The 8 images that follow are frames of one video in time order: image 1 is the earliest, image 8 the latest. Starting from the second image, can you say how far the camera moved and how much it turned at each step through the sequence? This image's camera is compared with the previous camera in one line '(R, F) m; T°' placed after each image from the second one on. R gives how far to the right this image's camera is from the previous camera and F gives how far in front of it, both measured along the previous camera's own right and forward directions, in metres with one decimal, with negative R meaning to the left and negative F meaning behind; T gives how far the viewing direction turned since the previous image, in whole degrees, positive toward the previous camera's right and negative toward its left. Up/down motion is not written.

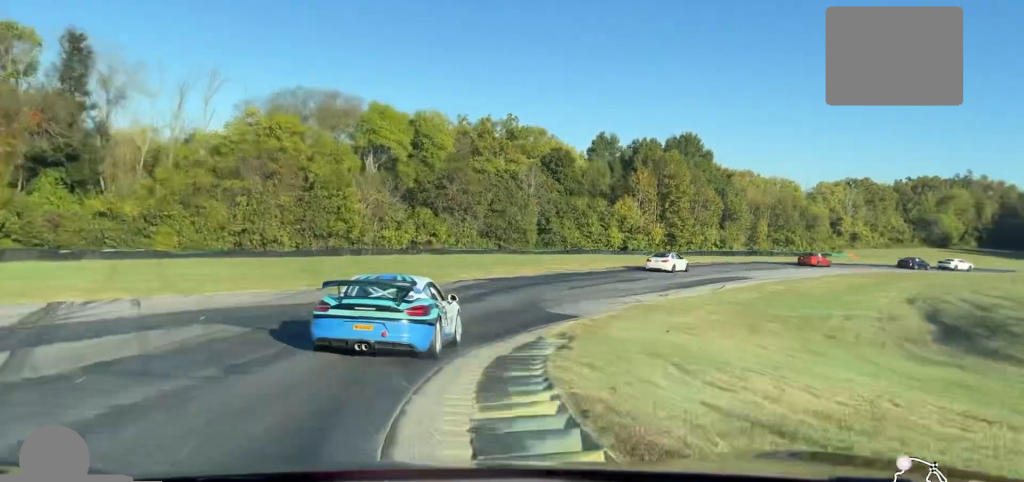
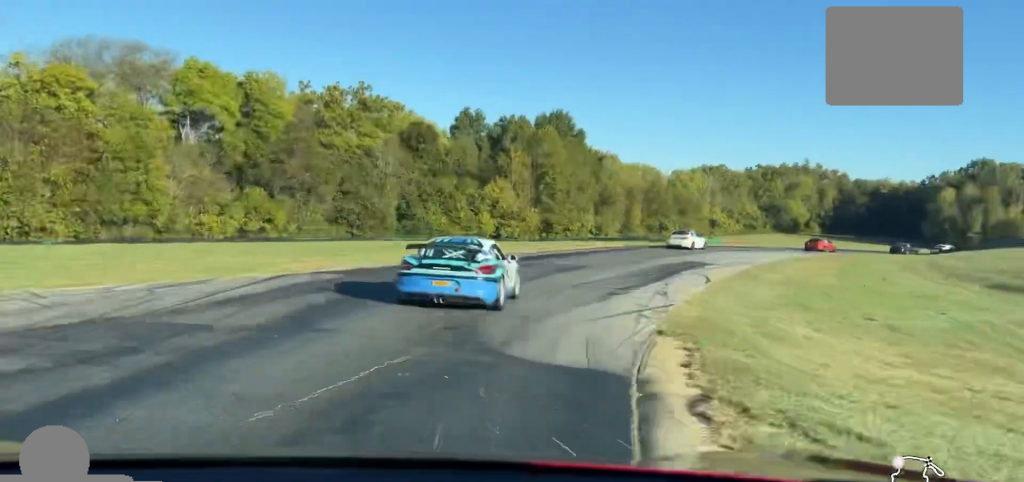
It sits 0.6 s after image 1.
(+3.6, +16.6) m; +17°
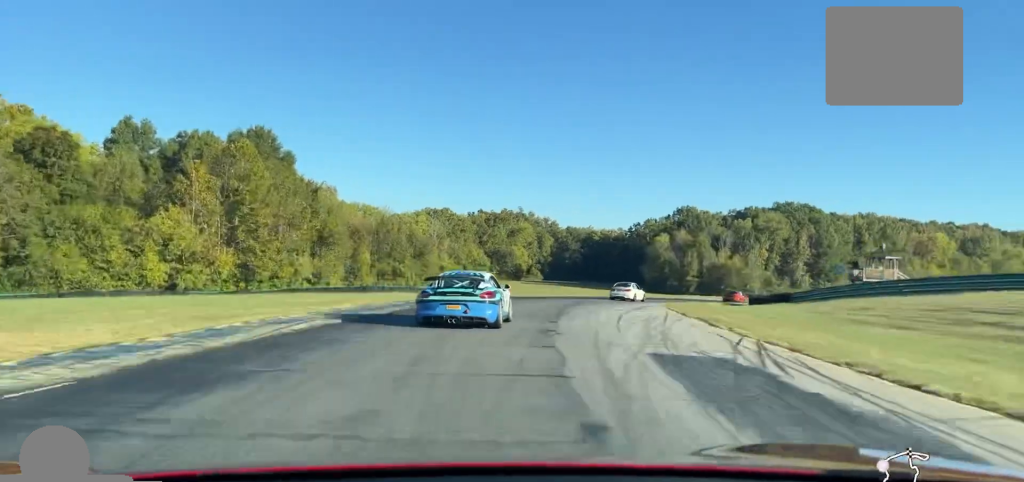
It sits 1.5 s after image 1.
(+5.6, +25.7) m; +17°
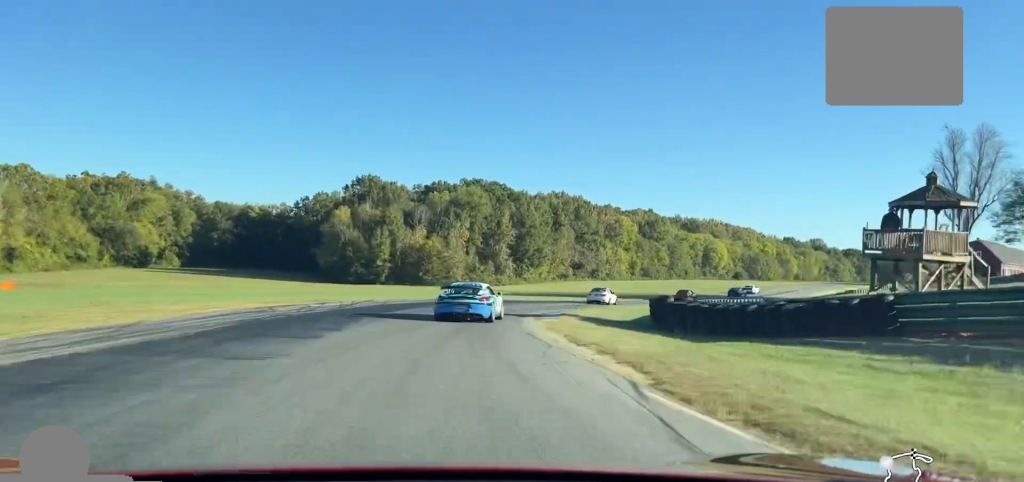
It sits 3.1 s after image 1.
(+6.6, +47.3) m; +17°
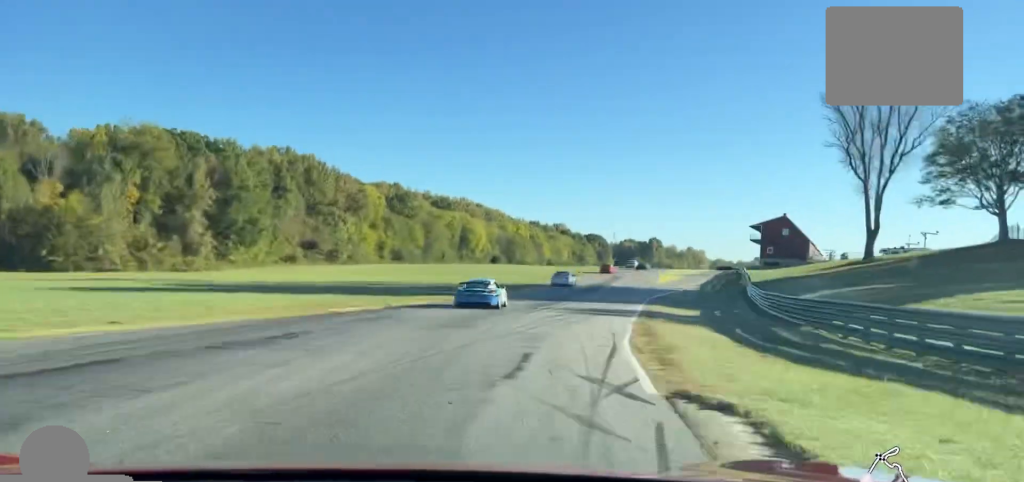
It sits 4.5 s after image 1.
(+10.8, +51.3) m; +23°
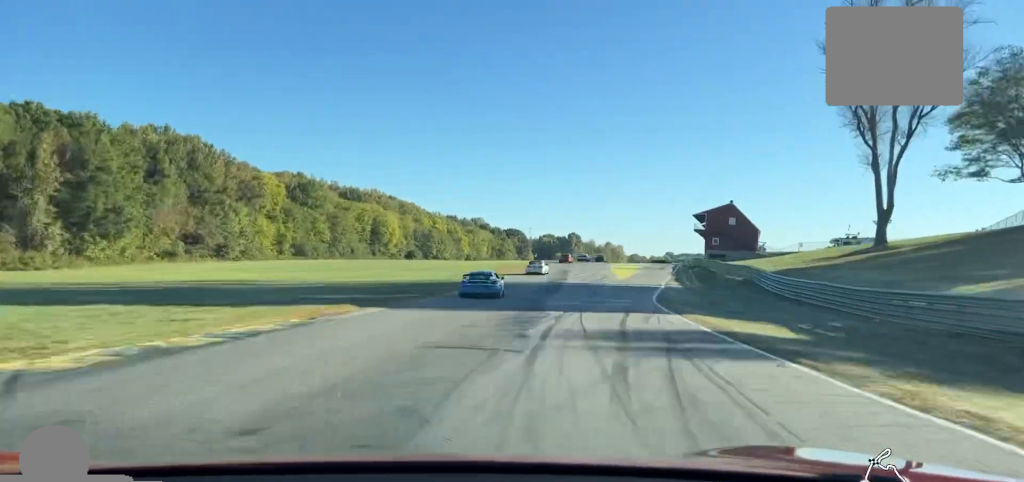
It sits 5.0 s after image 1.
(+1.3, +20.9) m; +6°
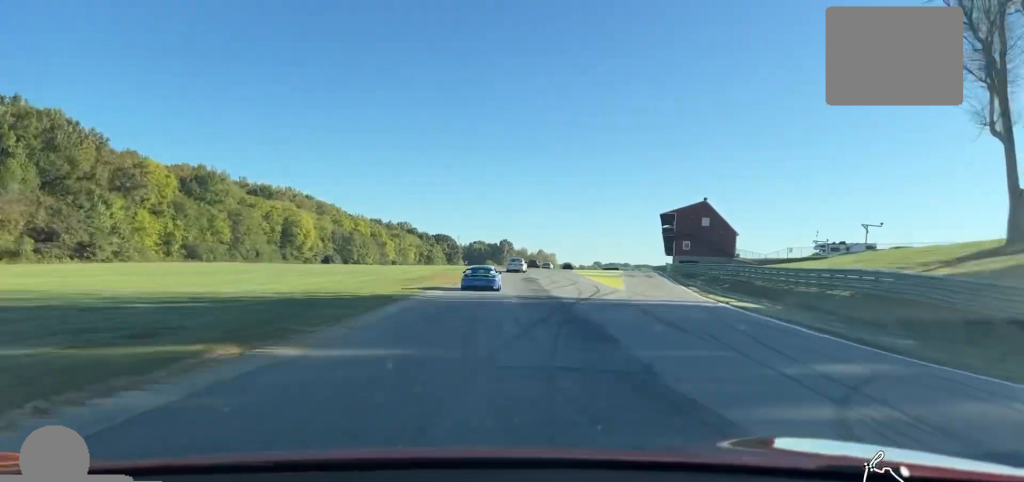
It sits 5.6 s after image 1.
(+2.2, +26.9) m; +1°
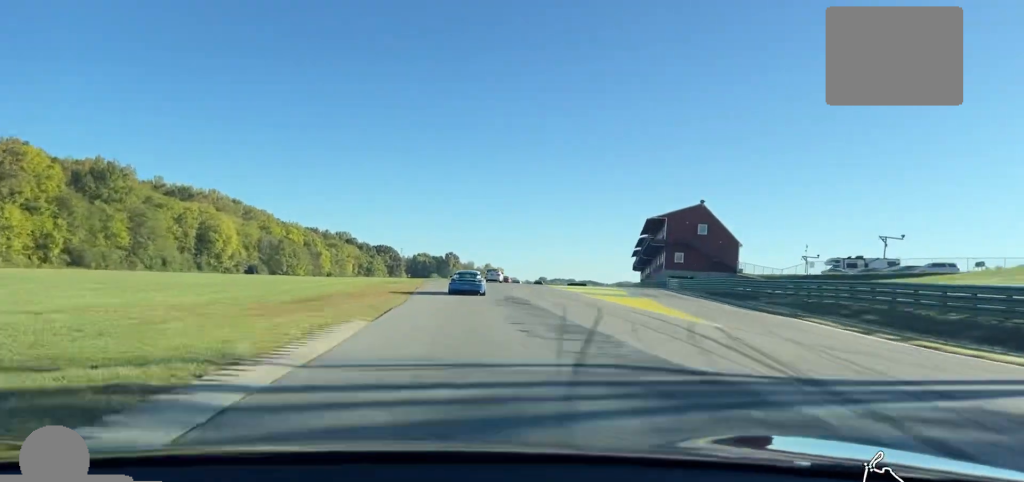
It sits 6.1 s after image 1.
(+0.1, +25.0) m; +1°
